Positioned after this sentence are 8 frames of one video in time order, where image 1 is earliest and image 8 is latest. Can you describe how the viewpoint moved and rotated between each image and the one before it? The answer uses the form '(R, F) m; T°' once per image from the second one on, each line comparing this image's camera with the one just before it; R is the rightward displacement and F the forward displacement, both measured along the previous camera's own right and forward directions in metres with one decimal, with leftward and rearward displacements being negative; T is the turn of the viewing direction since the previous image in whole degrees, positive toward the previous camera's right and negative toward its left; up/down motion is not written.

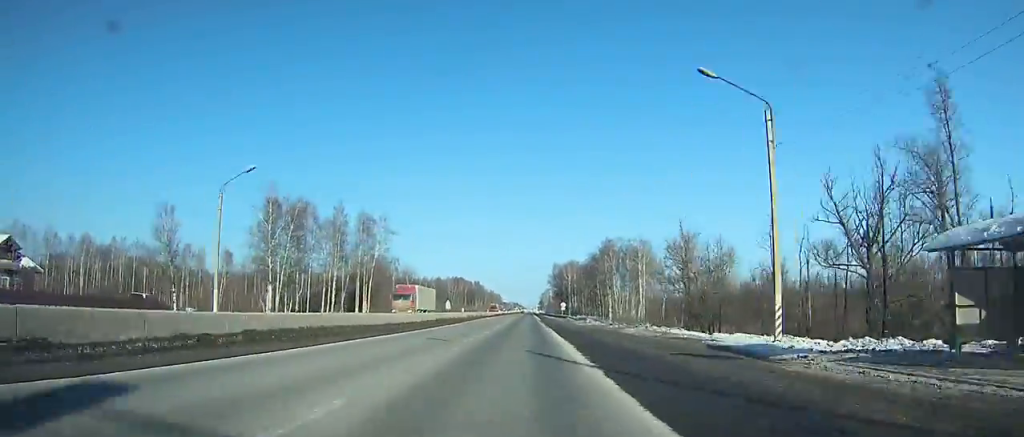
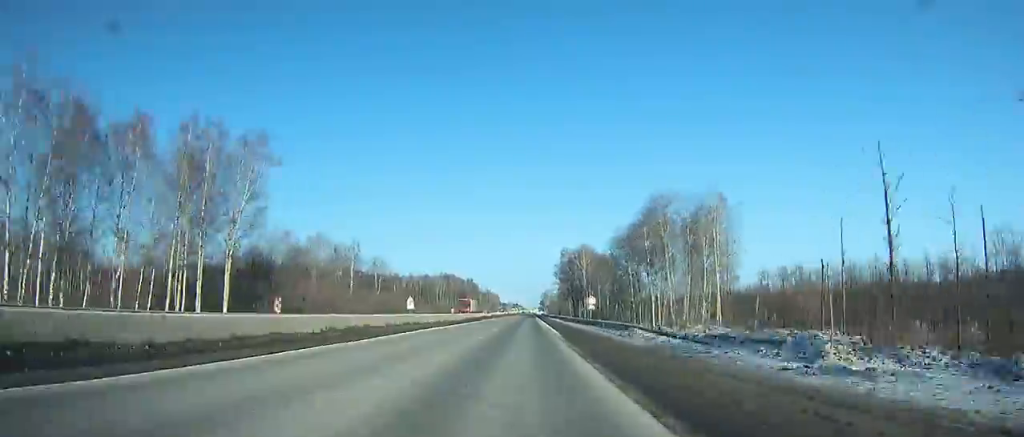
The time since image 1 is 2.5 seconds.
(-0.1, +51.0) m; 0°
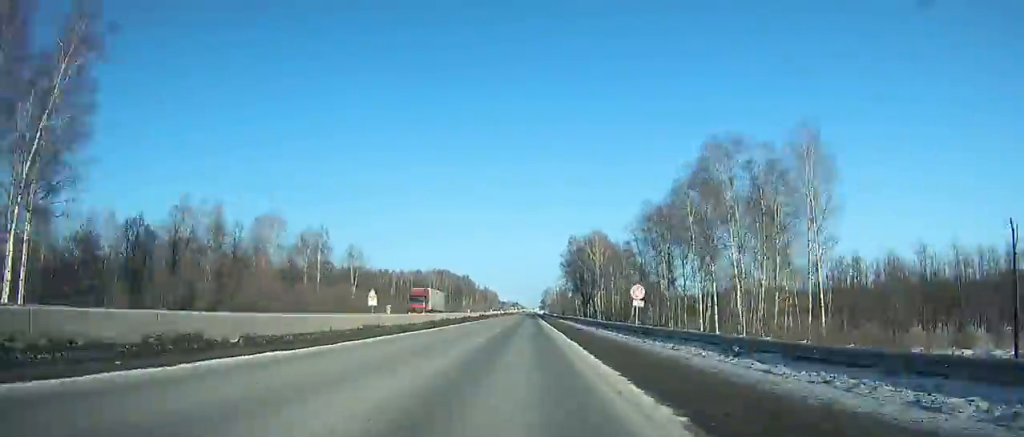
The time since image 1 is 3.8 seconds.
(+0.1, +26.7) m; 0°
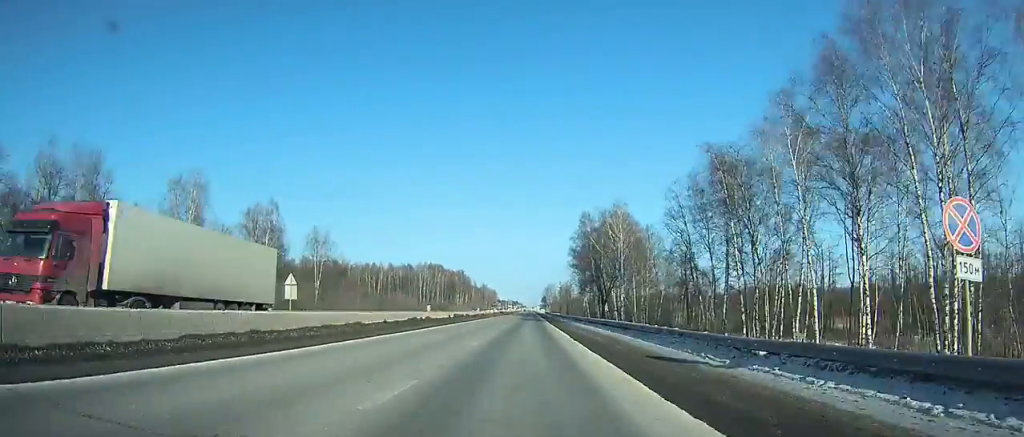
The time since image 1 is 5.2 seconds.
(+0.1, +29.0) m; 0°
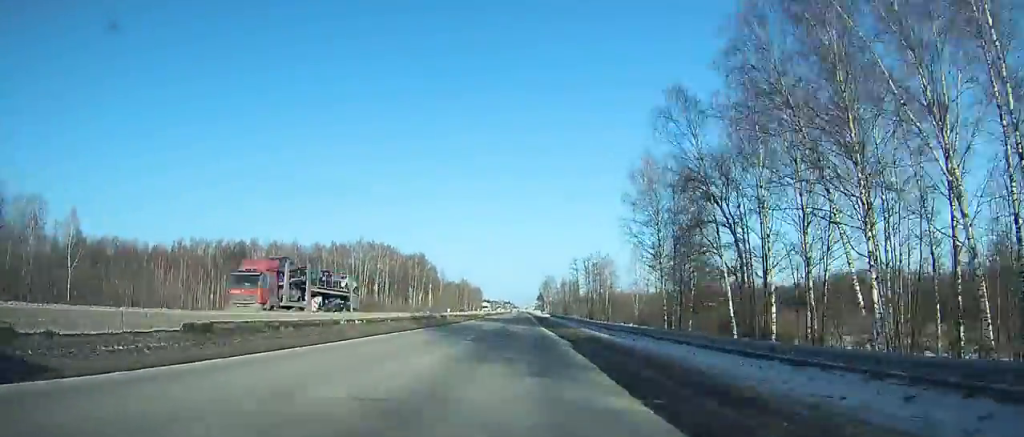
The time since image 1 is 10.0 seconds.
(+0.2, +101.7) m; 0°
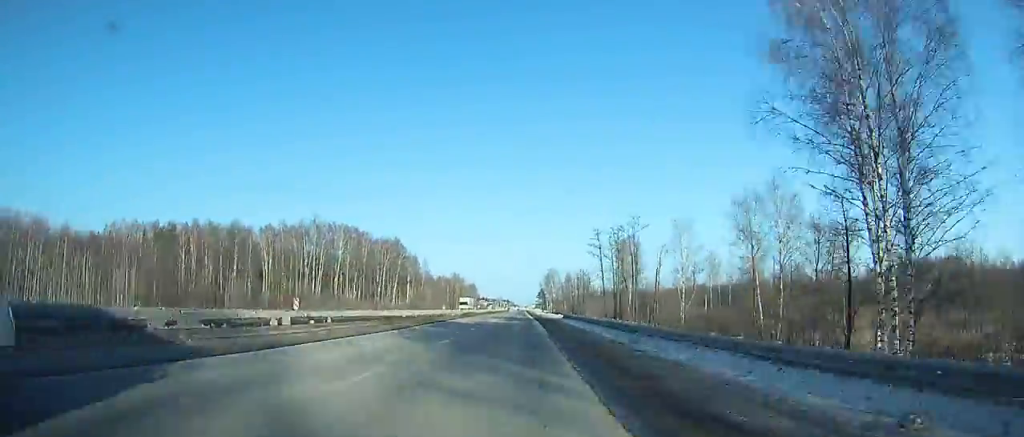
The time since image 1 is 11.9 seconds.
(+0.1, +41.5) m; 0°
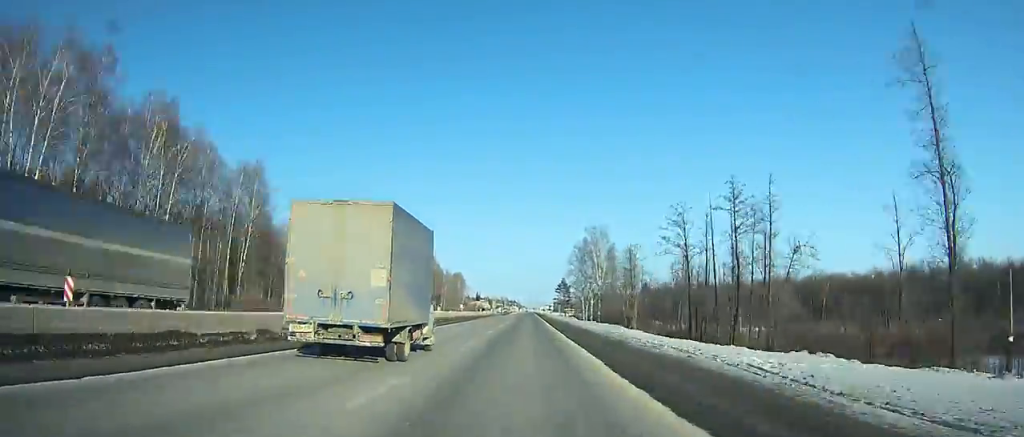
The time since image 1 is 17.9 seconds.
(-0.2, +133.7) m; 0°
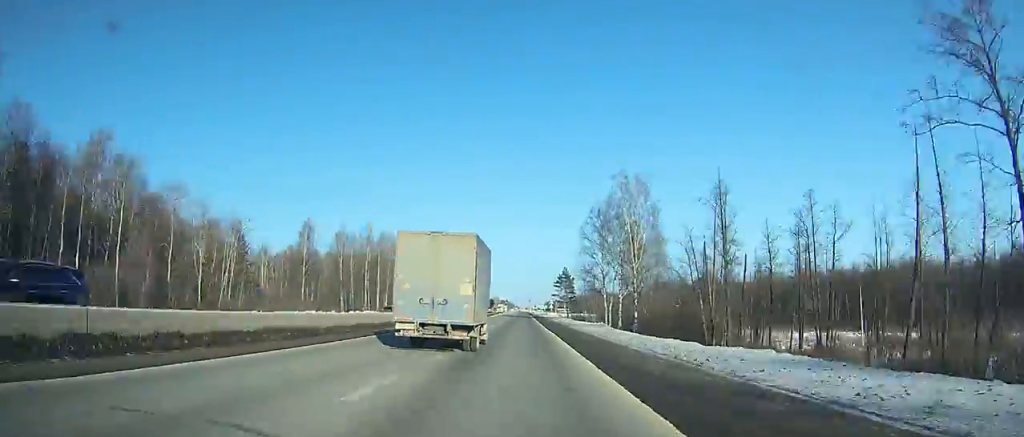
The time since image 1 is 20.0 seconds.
(-0.1, +47.1) m; 0°
